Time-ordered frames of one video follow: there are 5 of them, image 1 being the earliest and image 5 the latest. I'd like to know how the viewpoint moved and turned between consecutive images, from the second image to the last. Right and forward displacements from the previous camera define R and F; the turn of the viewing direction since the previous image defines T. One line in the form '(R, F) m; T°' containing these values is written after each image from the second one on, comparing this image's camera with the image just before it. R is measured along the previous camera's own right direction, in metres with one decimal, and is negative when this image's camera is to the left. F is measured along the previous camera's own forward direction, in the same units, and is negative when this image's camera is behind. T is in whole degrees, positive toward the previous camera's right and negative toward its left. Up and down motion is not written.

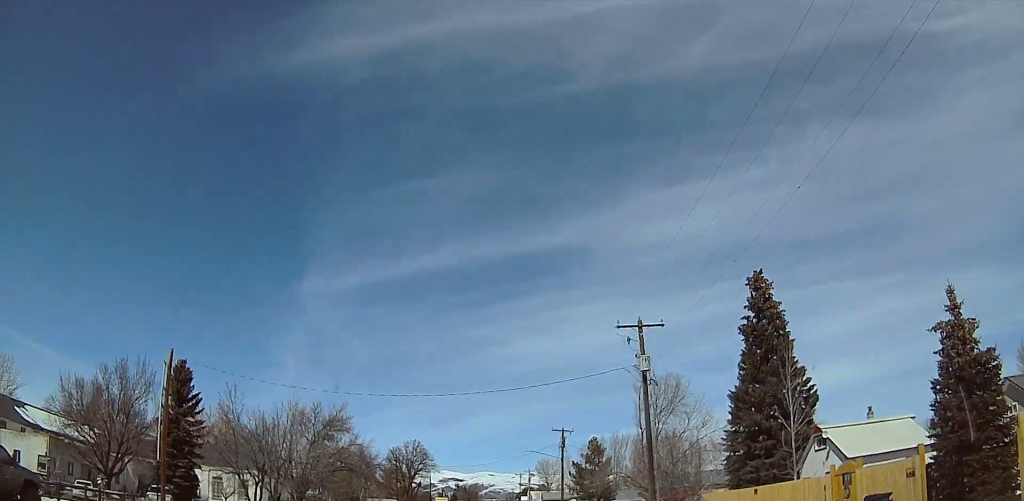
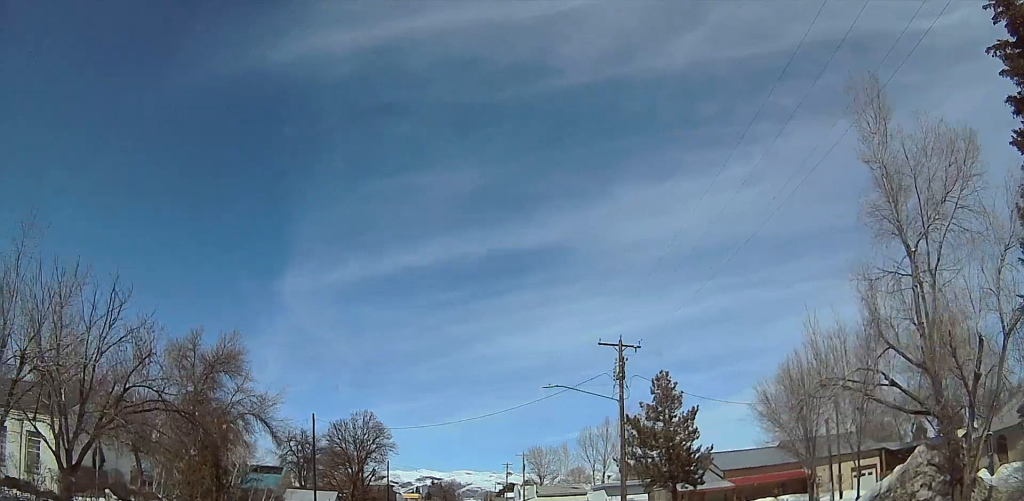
(0.0, +37.1) m; 0°
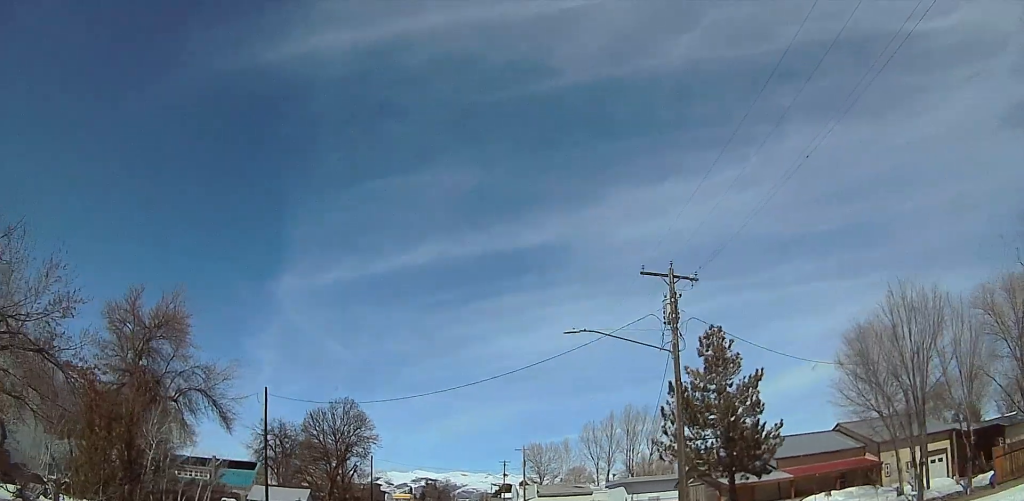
(0.0, +10.4) m; 0°
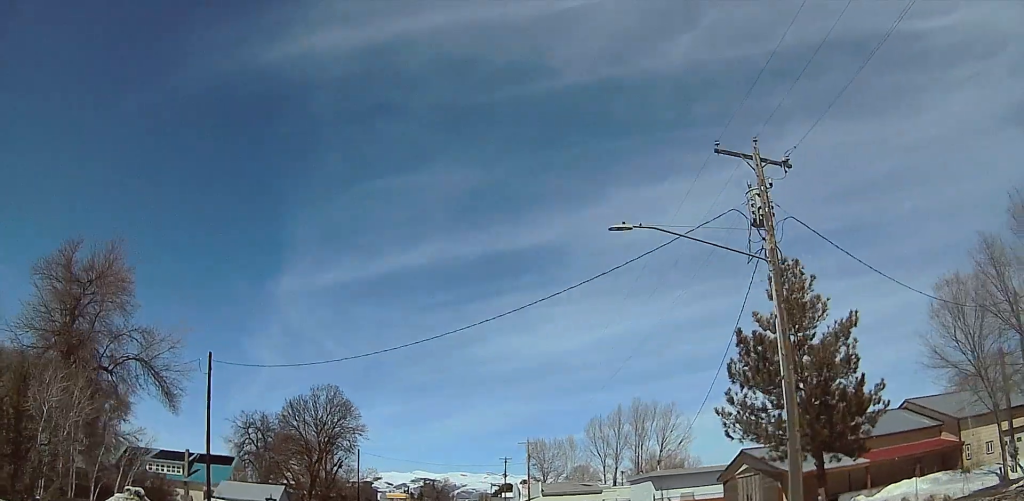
(0.0, +8.7) m; 0°
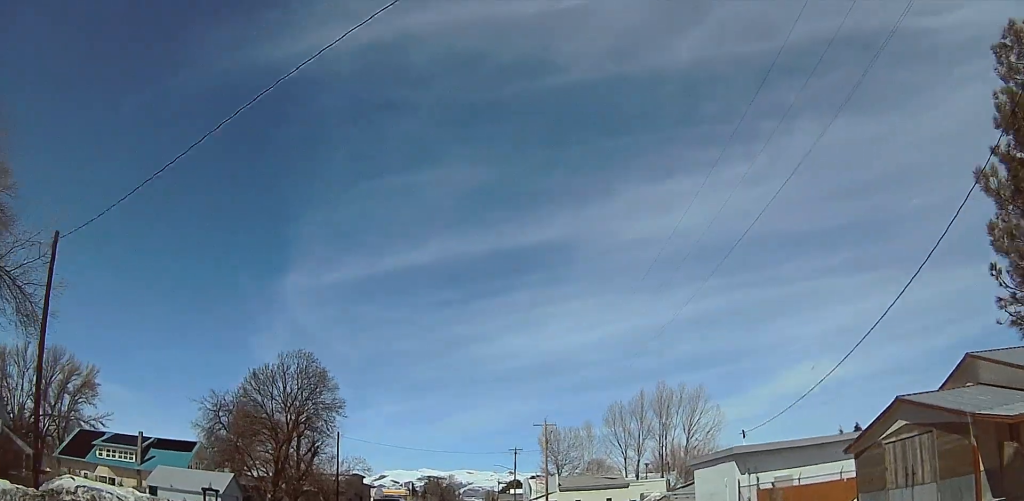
(0.0, +14.5) m; 0°
